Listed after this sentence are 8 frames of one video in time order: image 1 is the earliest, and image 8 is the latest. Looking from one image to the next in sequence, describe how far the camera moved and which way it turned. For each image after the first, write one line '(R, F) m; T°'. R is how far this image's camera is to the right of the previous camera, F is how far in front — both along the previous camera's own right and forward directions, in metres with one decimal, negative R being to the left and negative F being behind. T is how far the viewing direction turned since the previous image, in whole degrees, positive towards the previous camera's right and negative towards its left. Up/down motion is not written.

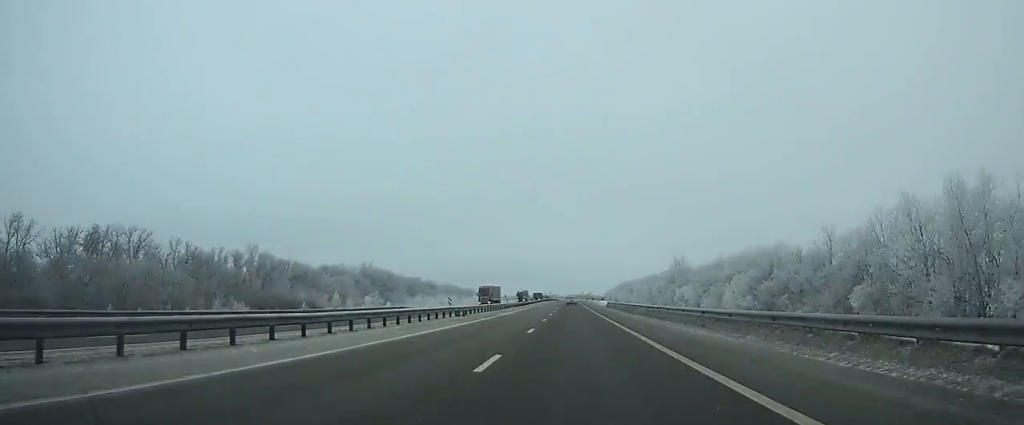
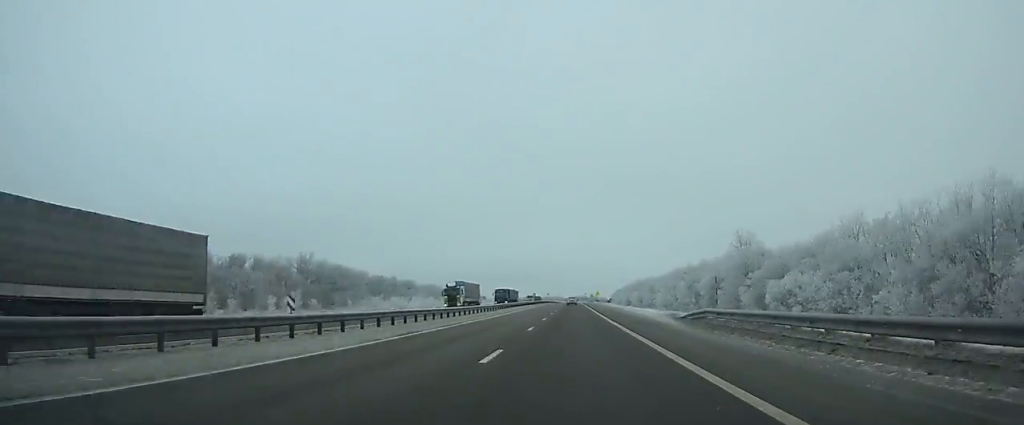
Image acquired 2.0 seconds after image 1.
(-0.1, +60.0) m; 0°
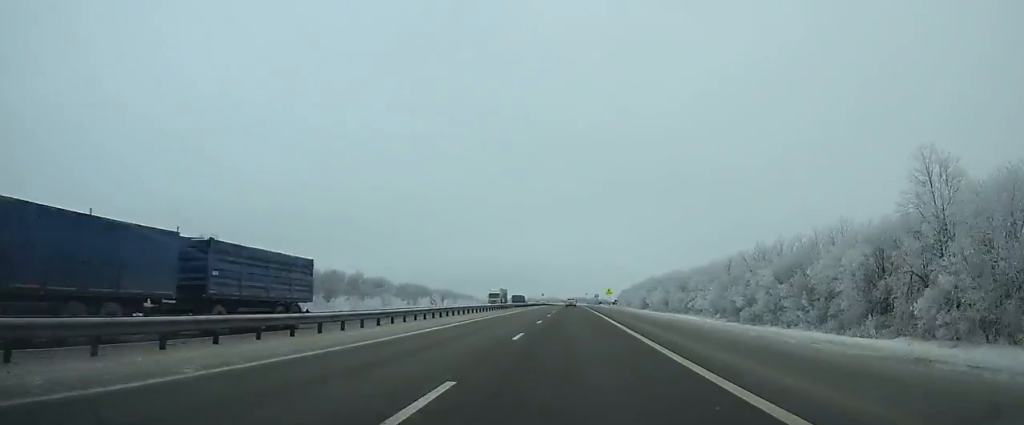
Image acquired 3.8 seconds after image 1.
(0.0, +53.3) m; 0°
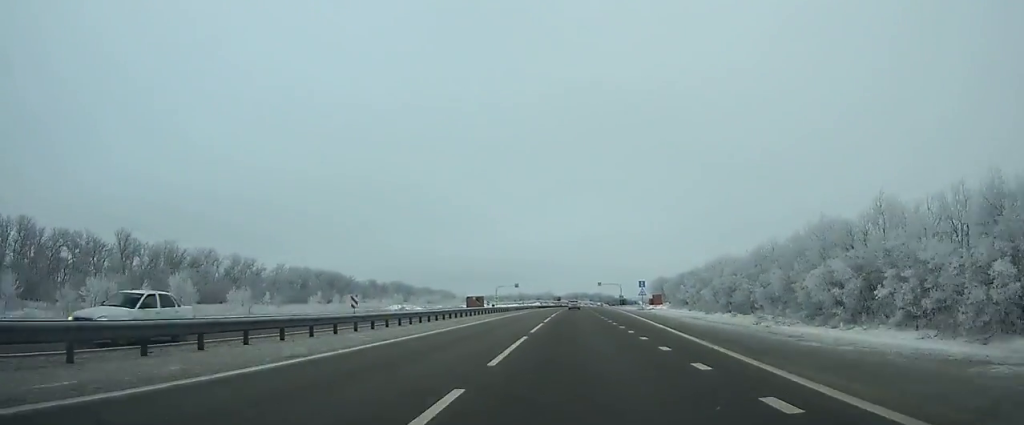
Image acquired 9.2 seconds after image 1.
(+0.4, +154.7) m; +1°
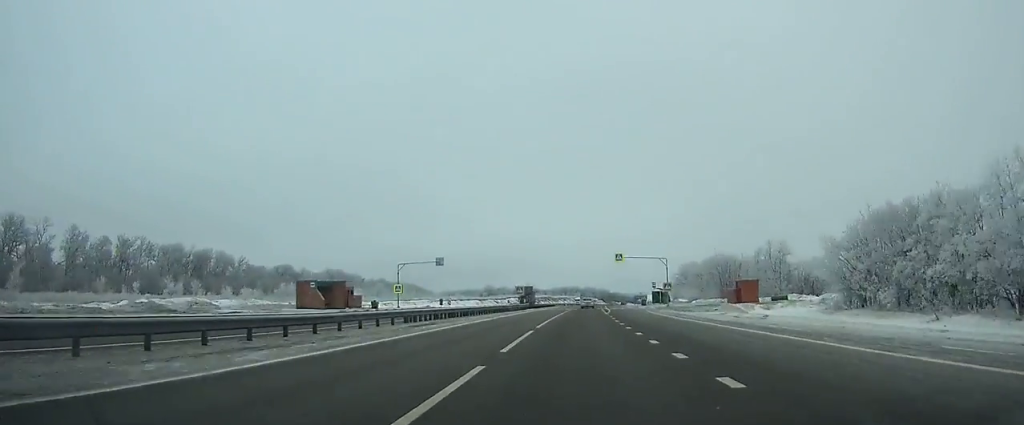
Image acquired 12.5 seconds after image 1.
(+1.0, +90.5) m; +2°
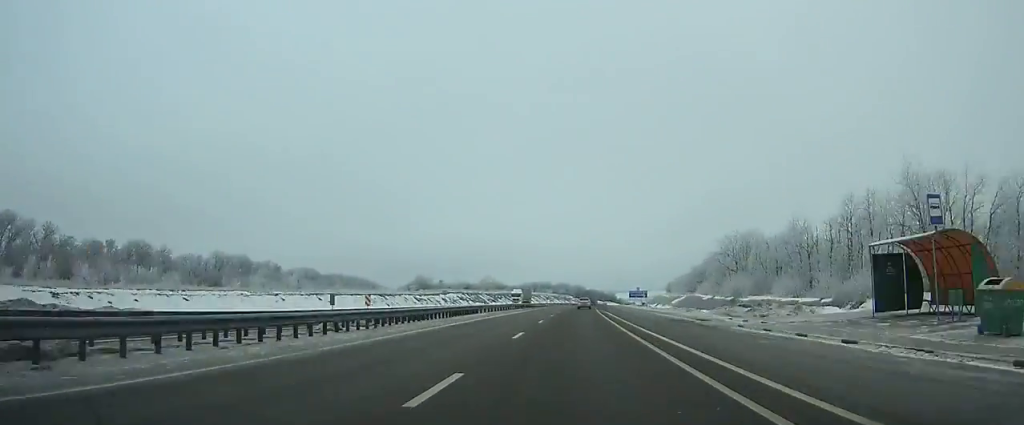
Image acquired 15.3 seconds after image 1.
(+1.7, +73.7) m; +2°
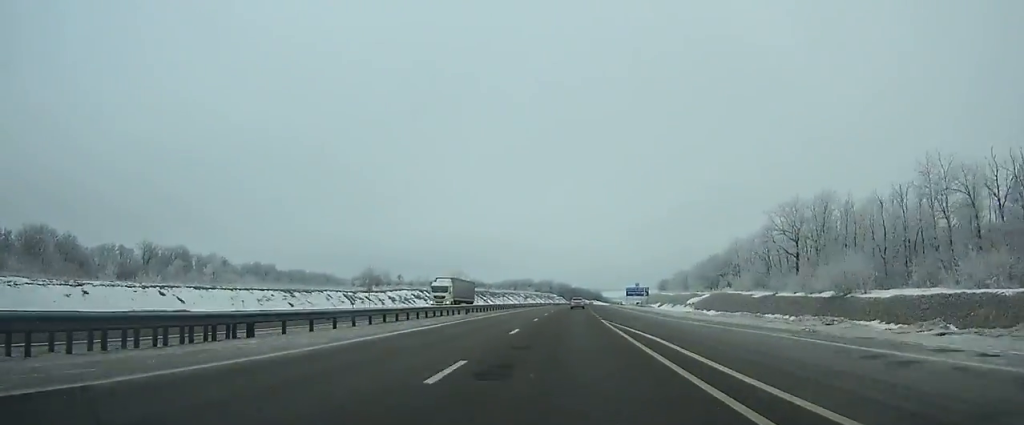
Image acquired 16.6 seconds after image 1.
(+0.6, +32.6) m; +1°
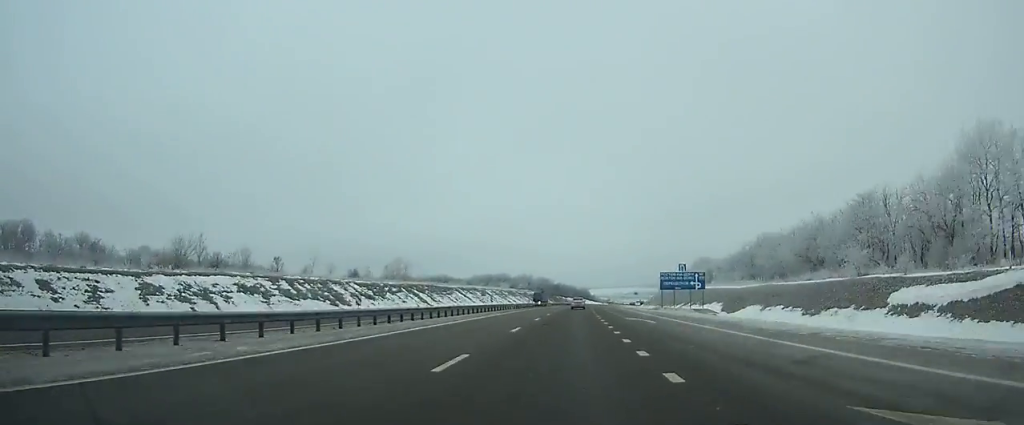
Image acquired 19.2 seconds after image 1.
(+1.0, +64.4) m; +2°
